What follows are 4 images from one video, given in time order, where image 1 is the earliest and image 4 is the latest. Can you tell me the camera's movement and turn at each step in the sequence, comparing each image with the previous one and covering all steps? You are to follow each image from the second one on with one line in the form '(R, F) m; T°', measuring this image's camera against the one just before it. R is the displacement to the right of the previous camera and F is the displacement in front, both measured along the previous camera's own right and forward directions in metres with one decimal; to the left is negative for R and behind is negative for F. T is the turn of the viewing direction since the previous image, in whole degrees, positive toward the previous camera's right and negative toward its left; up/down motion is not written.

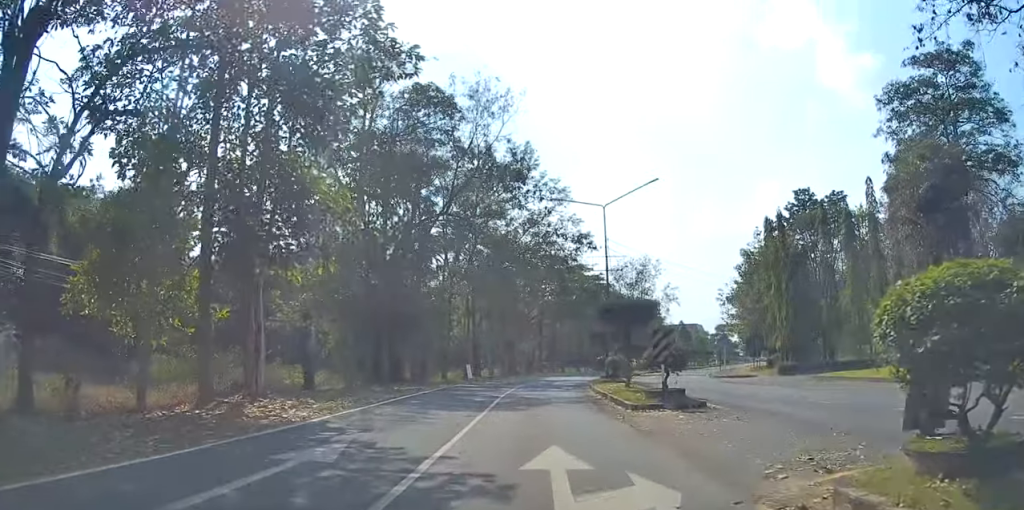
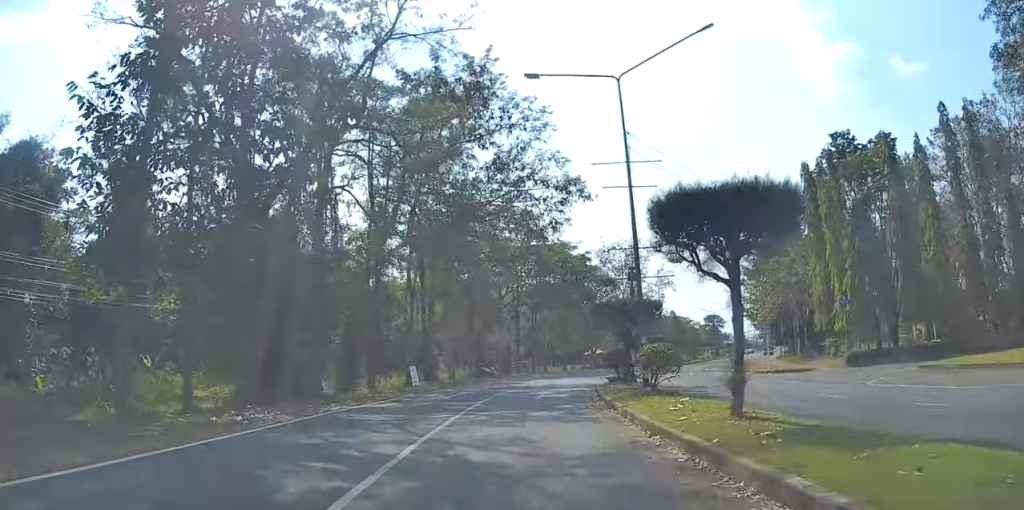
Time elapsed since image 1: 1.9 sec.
(+0.2, +15.2) m; +4°
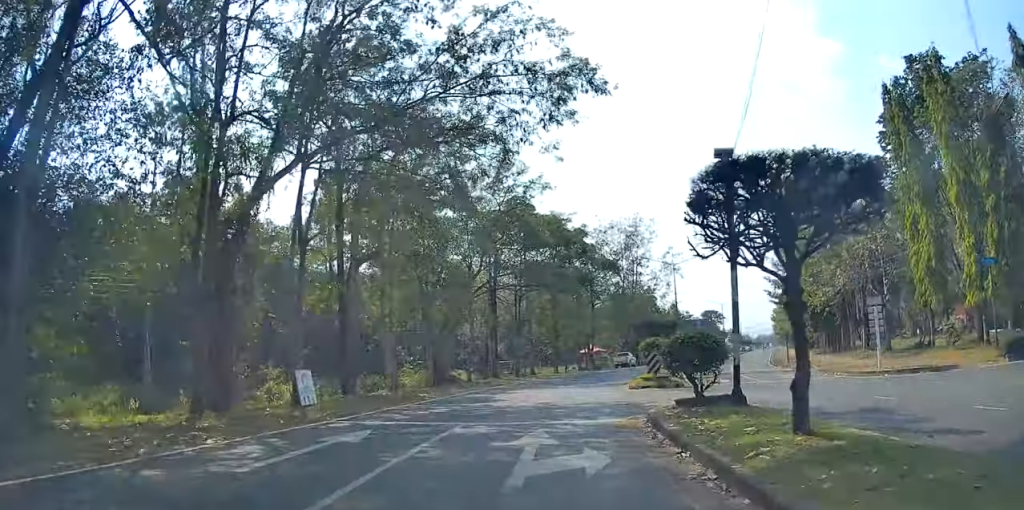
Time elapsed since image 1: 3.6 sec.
(+0.8, +14.1) m; -3°
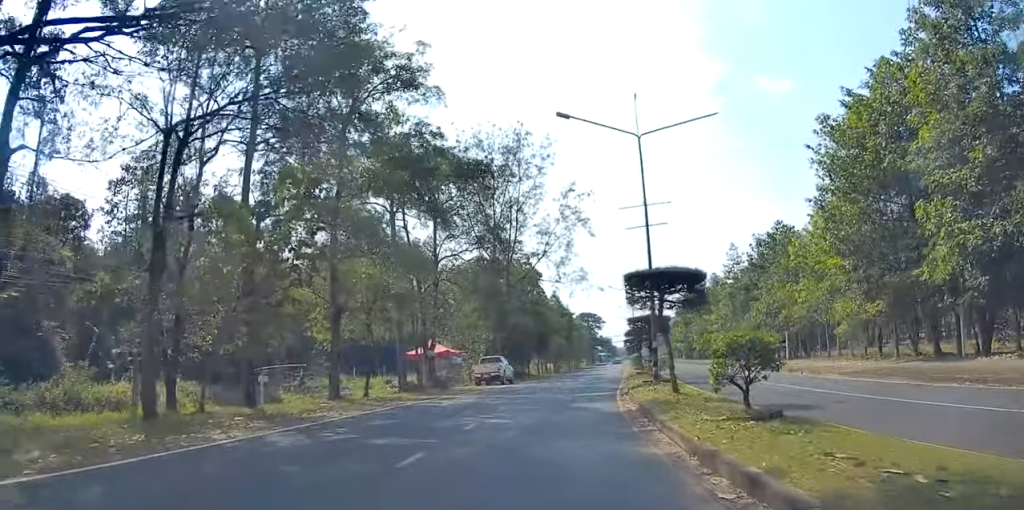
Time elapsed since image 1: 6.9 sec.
(-0.1, +25.3) m; +11°
